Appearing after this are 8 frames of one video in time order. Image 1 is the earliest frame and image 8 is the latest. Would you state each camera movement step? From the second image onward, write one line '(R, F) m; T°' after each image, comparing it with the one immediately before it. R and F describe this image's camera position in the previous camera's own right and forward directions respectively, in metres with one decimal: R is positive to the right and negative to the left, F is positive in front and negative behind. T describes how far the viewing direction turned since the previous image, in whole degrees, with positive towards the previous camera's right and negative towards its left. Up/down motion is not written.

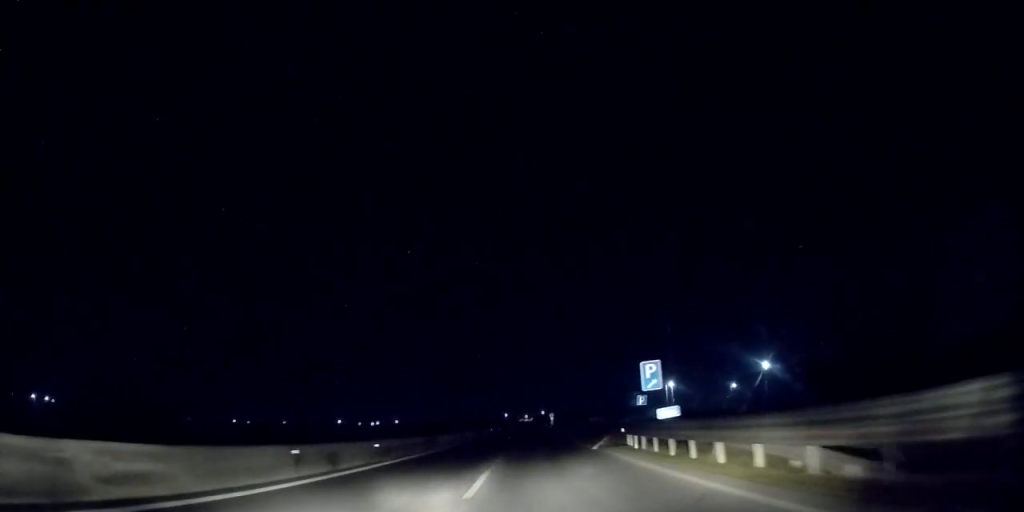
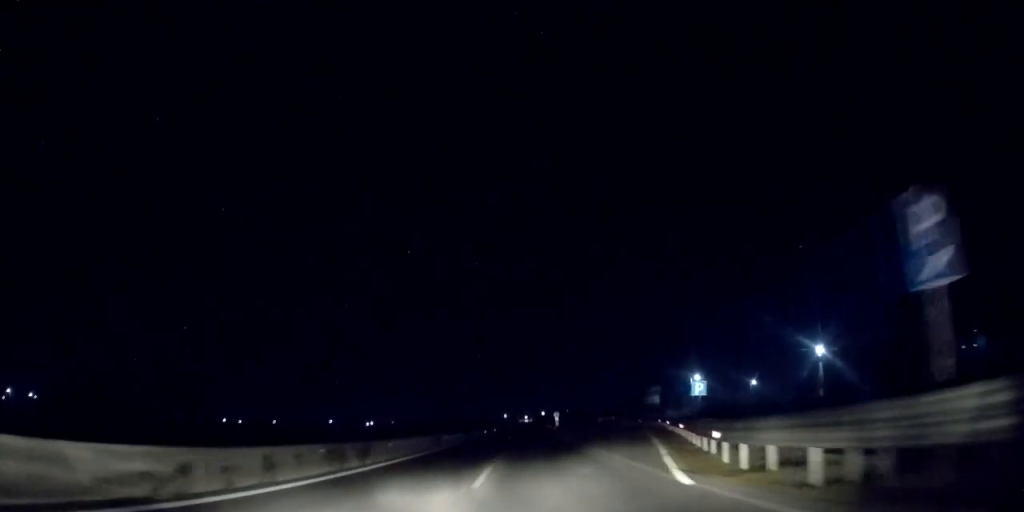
(-0.1, +13.8) m; 0°
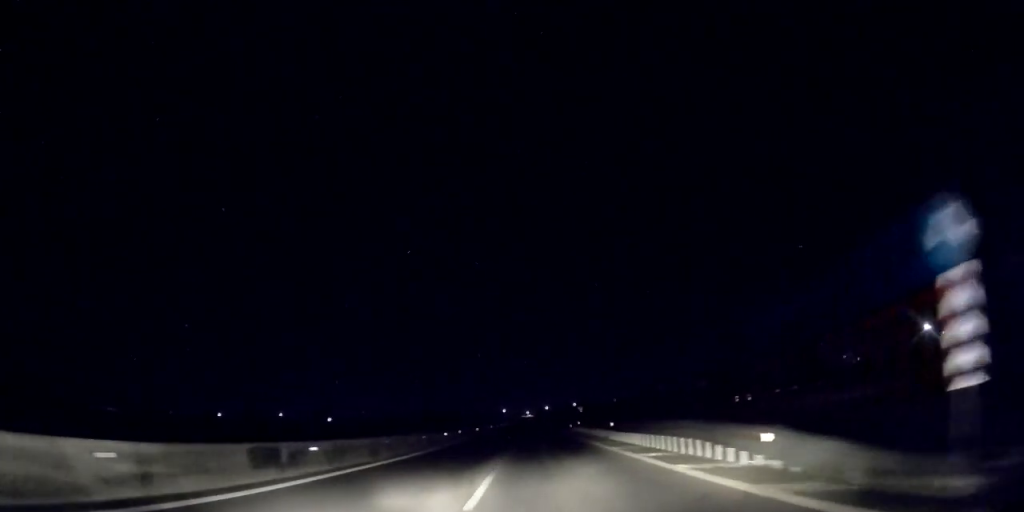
(+0.1, +65.3) m; +1°
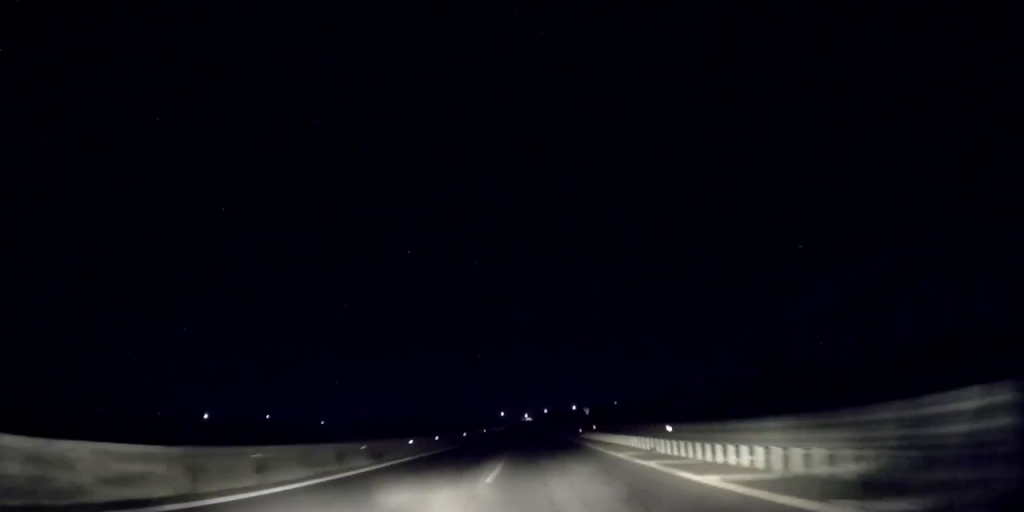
(0.0, +11.1) m; 0°
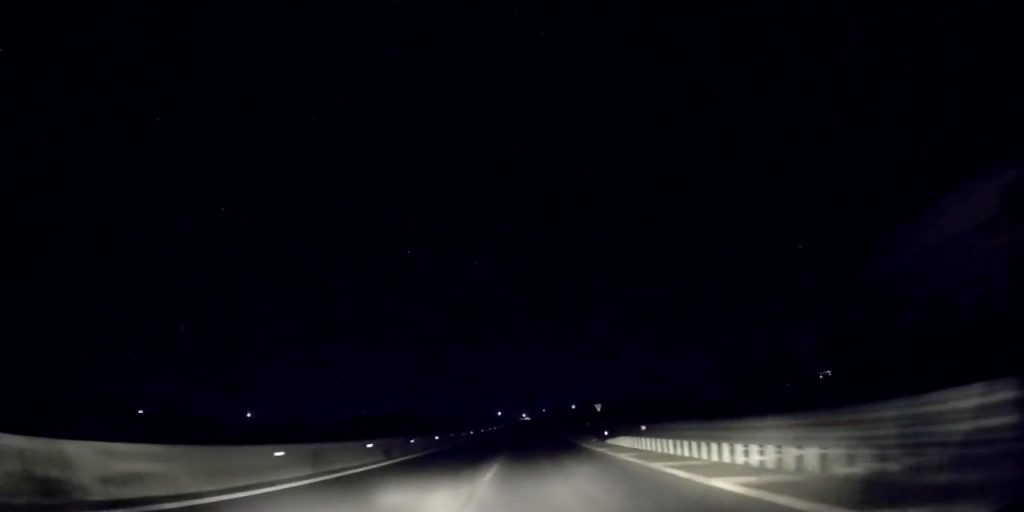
(0.0, +14.7) m; 0°
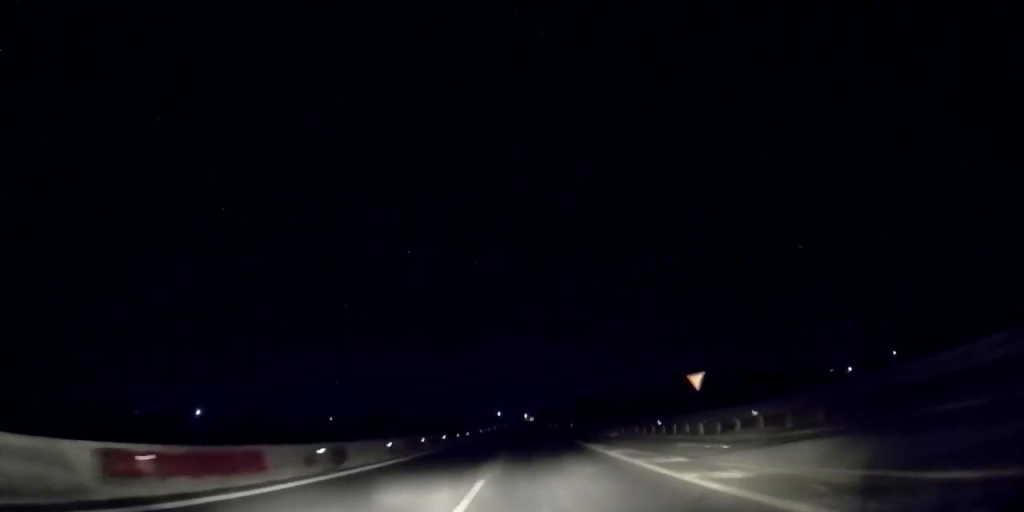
(-0.2, +36.7) m; 0°
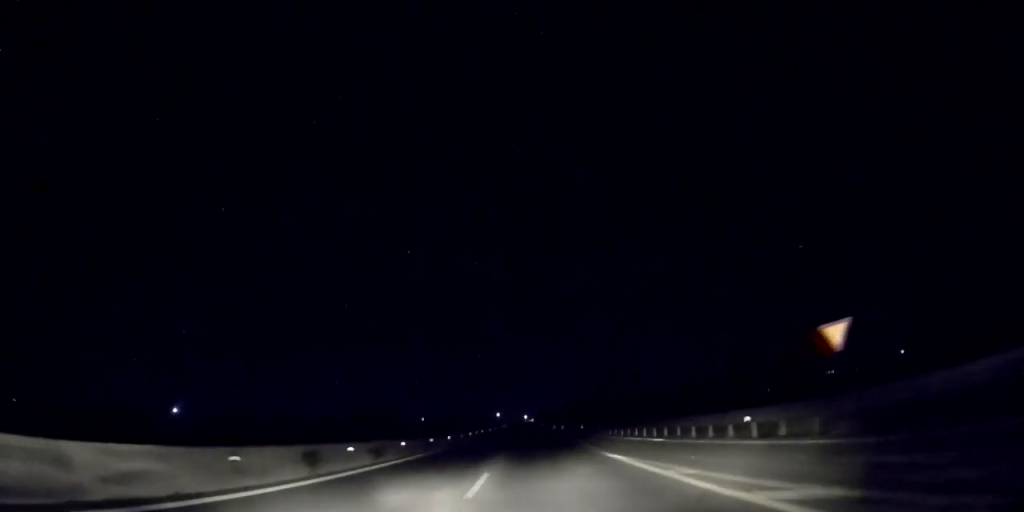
(+0.1, +13.1) m; 0°
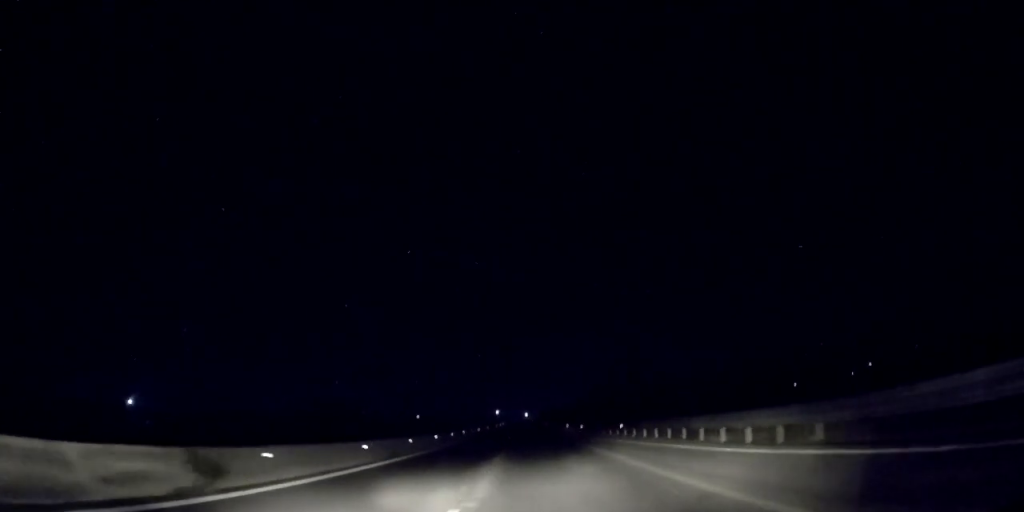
(-0.1, +22.2) m; 0°
